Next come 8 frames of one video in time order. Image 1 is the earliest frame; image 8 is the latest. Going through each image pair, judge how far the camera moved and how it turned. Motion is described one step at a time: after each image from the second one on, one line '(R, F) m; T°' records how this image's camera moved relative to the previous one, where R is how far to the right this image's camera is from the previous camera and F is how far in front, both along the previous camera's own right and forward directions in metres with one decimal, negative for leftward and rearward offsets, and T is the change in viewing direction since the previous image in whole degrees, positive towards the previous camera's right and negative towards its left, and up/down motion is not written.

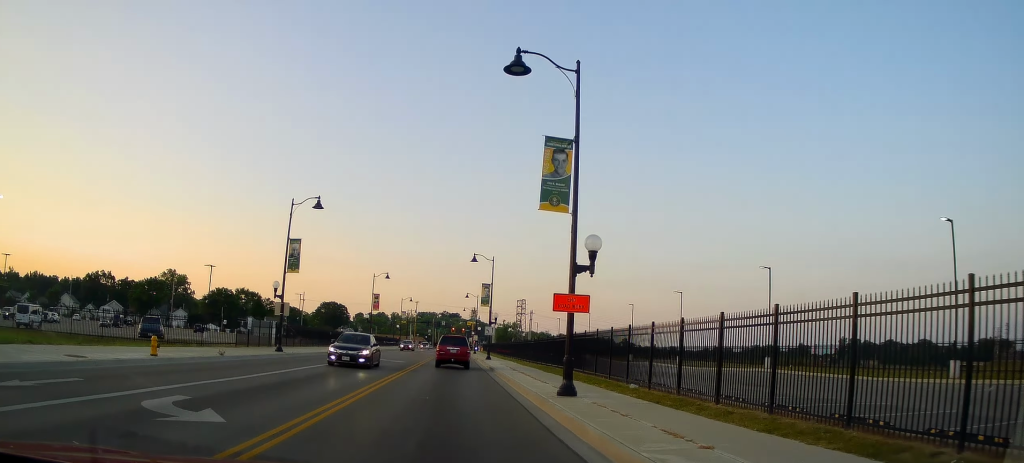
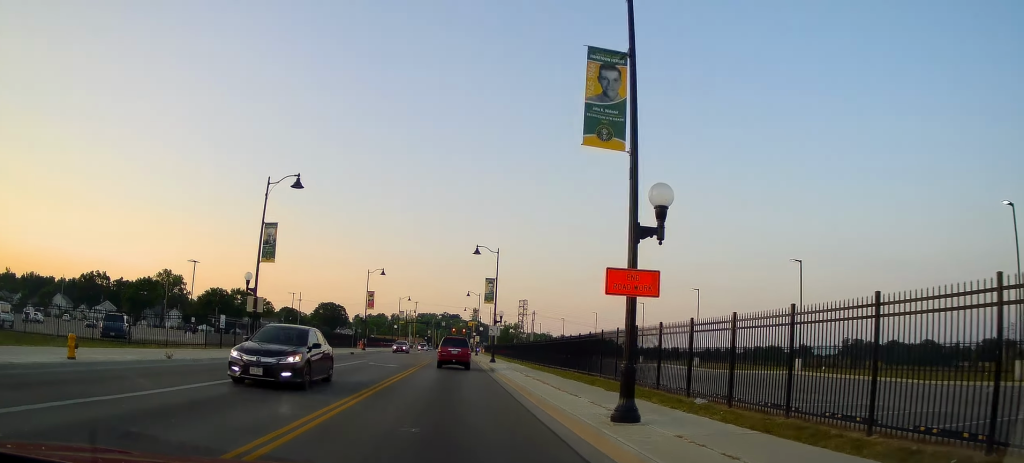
(+0.1, +5.4) m; -1°
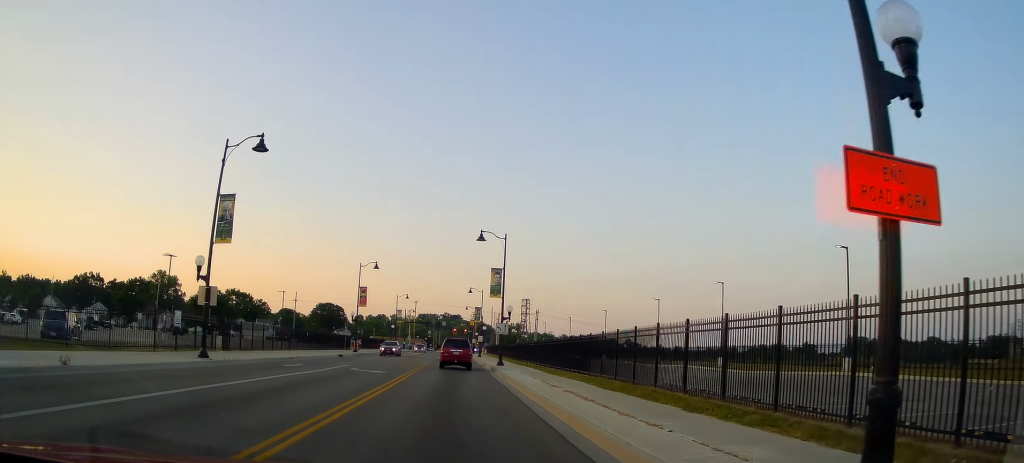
(-0.2, +6.8) m; -1°
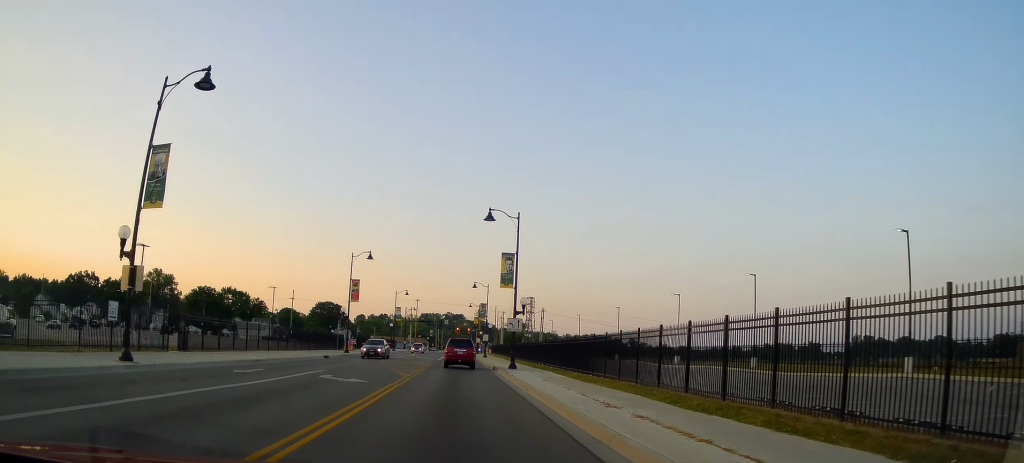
(-0.3, +6.9) m; -1°
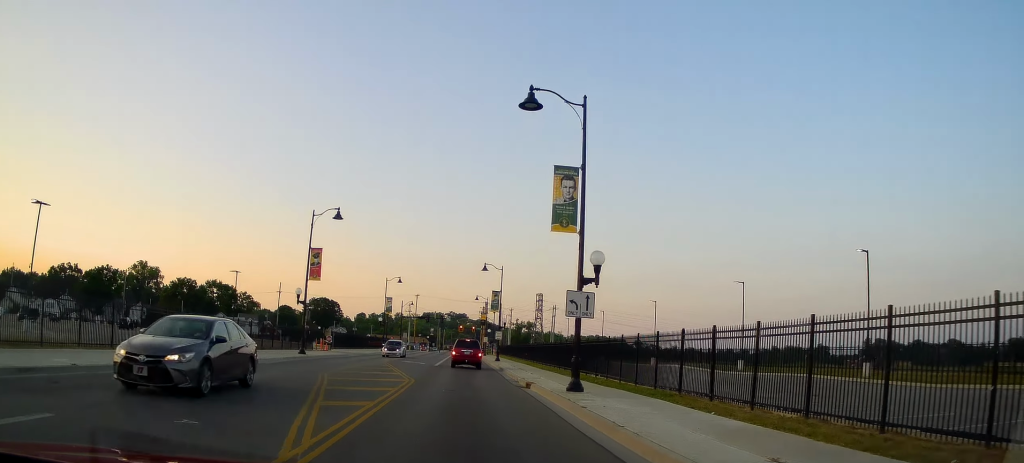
(+0.2, +17.6) m; 0°
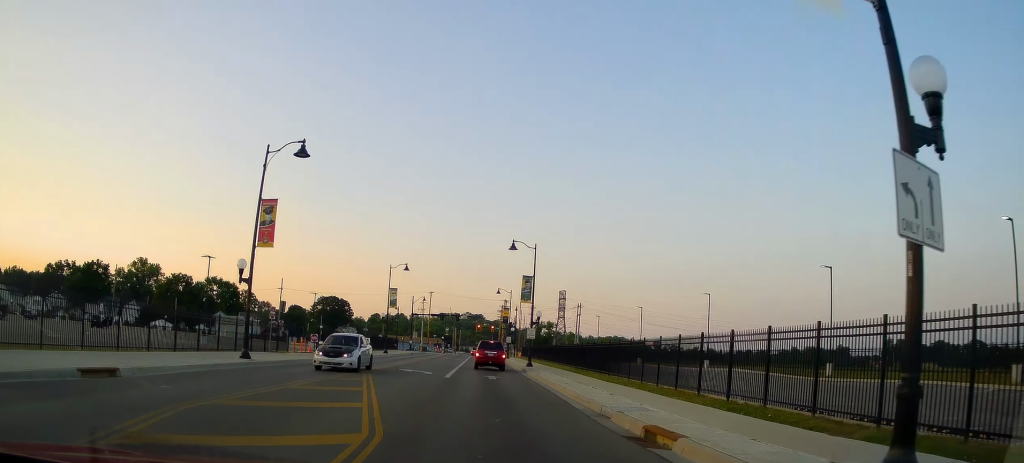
(-0.2, +13.2) m; -1°
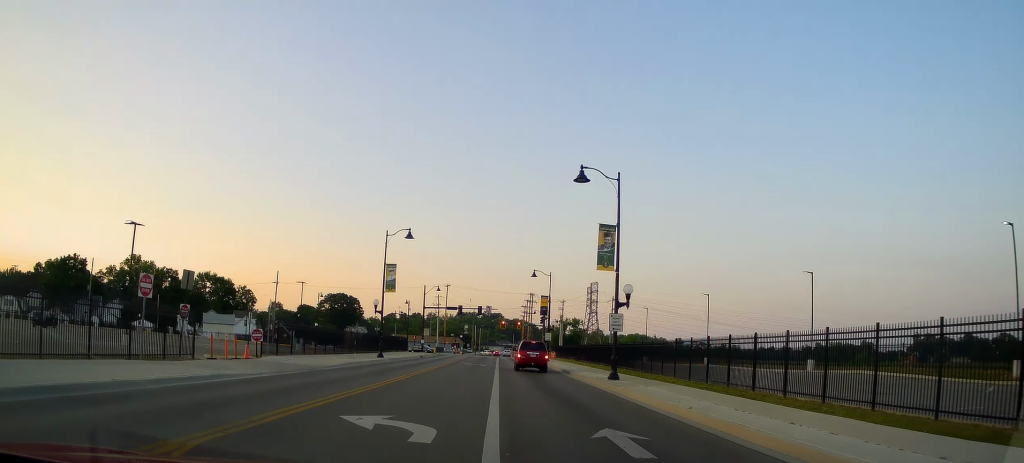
(0.0, +18.6) m; +2°
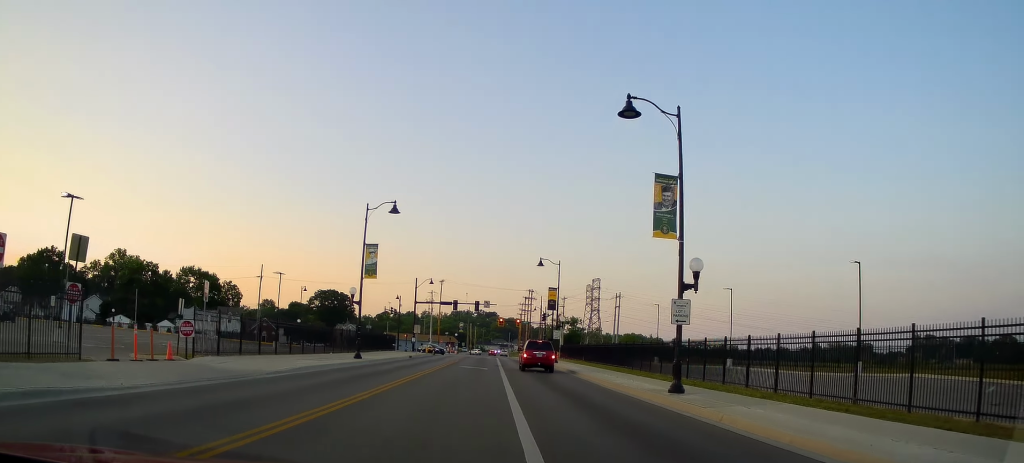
(+0.3, +7.8) m; 0°
